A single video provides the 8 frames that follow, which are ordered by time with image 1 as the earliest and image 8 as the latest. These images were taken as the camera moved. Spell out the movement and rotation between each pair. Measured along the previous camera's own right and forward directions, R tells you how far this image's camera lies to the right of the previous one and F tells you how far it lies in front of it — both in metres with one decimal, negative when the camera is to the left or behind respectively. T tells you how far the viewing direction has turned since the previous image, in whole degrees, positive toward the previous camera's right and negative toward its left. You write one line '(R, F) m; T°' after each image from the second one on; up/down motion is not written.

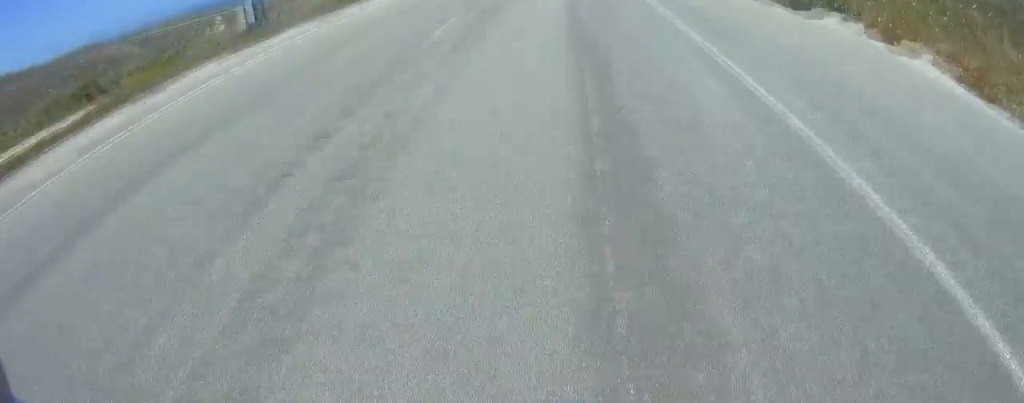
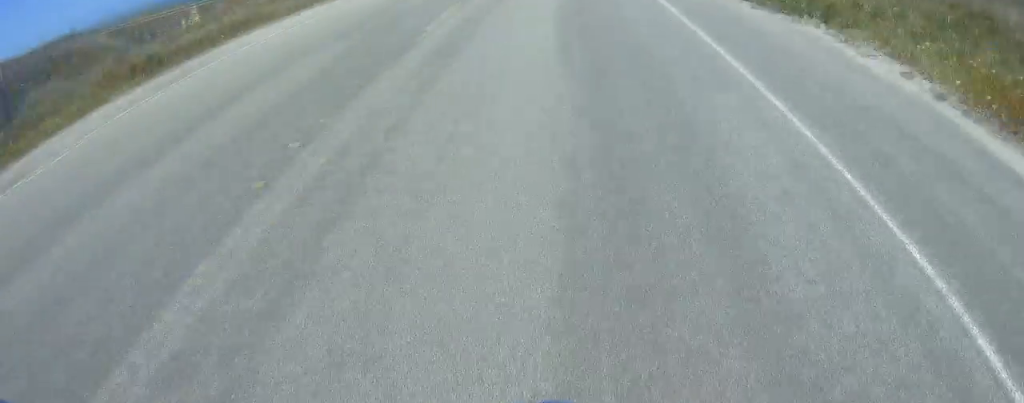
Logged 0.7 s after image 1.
(+0.4, +14.2) m; +1°
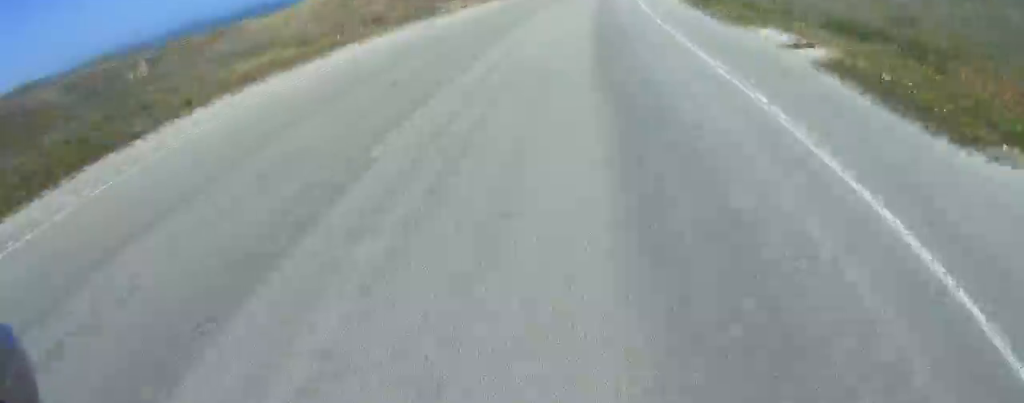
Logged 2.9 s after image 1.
(+0.7, +45.5) m; +3°
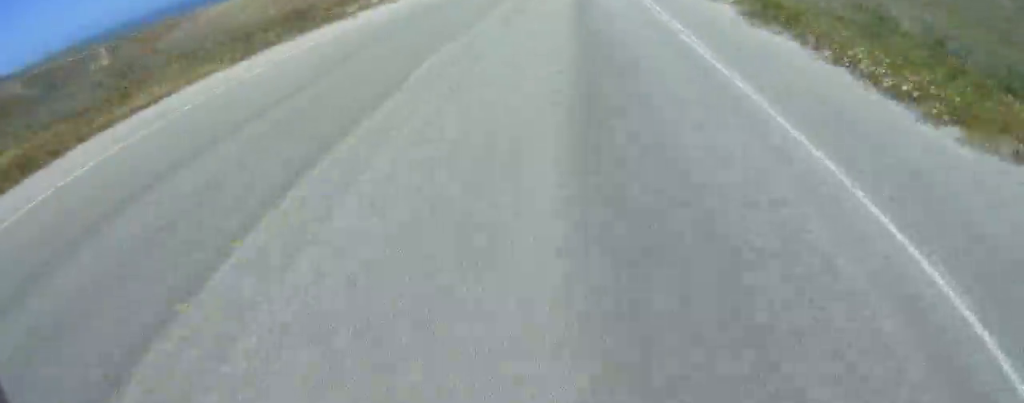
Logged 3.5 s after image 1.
(+0.2, +11.1) m; +1°
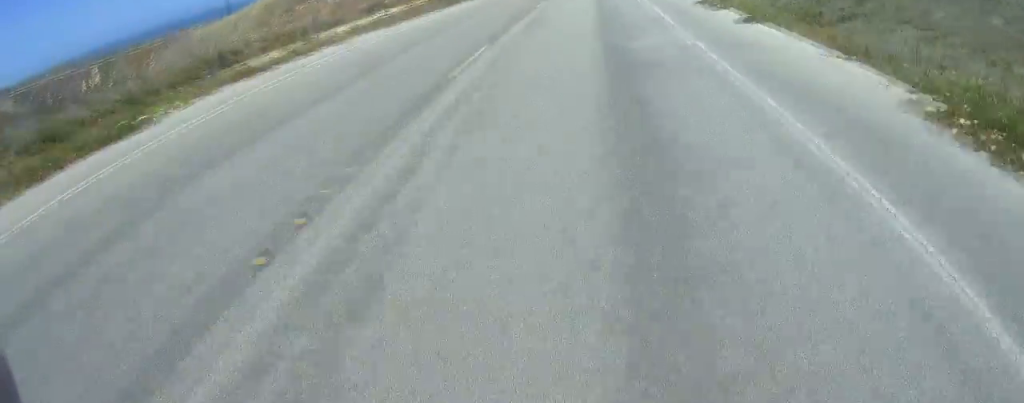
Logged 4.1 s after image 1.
(0.0, +13.5) m; +1°
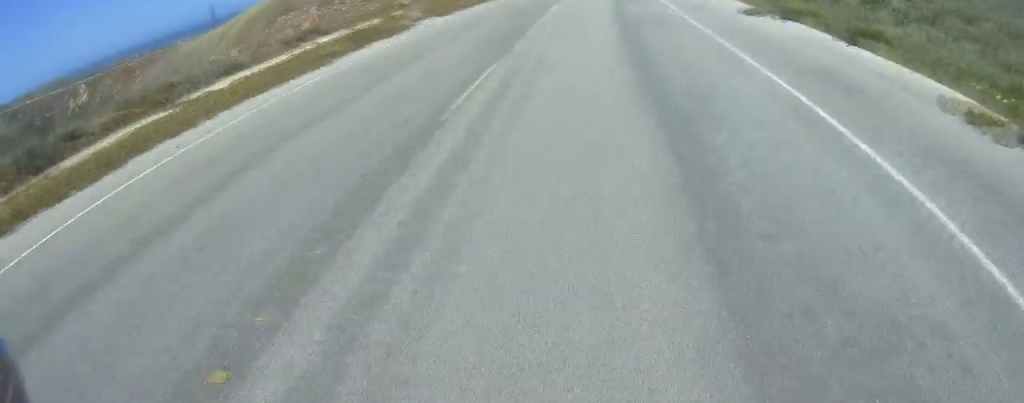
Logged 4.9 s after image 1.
(+0.1, +16.5) m; +1°
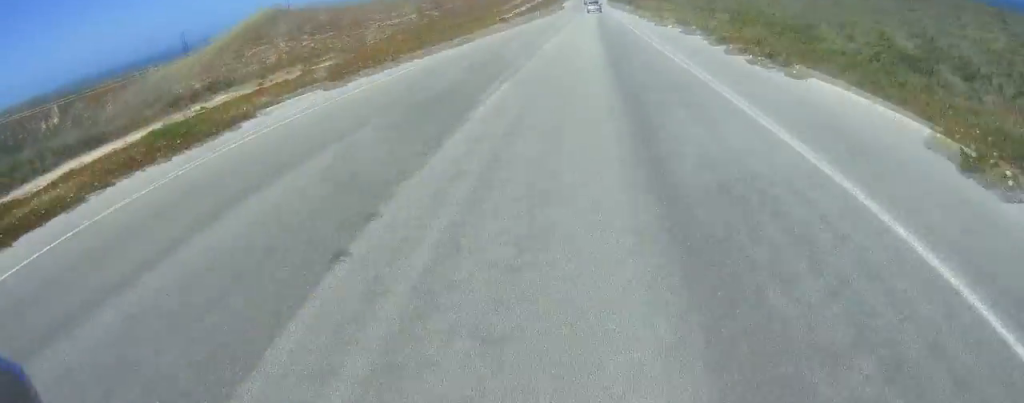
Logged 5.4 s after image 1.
(+0.1, +11.6) m; +1°
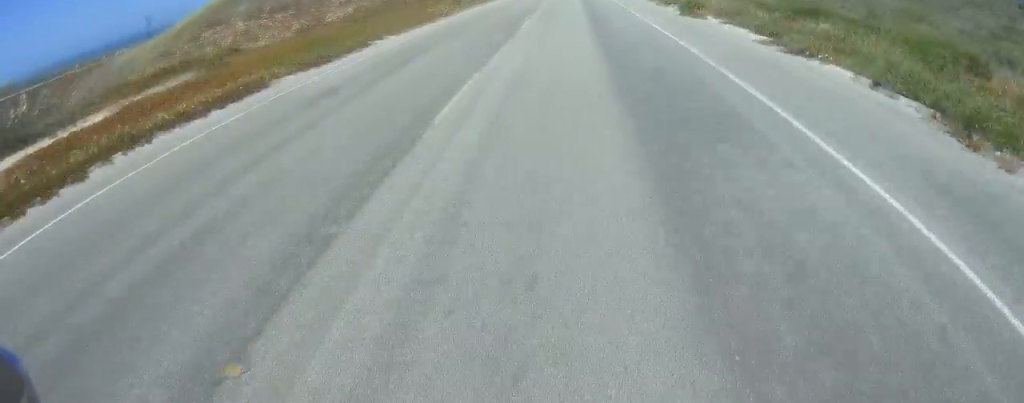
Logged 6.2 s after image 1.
(0.0, +16.7) m; 0°
